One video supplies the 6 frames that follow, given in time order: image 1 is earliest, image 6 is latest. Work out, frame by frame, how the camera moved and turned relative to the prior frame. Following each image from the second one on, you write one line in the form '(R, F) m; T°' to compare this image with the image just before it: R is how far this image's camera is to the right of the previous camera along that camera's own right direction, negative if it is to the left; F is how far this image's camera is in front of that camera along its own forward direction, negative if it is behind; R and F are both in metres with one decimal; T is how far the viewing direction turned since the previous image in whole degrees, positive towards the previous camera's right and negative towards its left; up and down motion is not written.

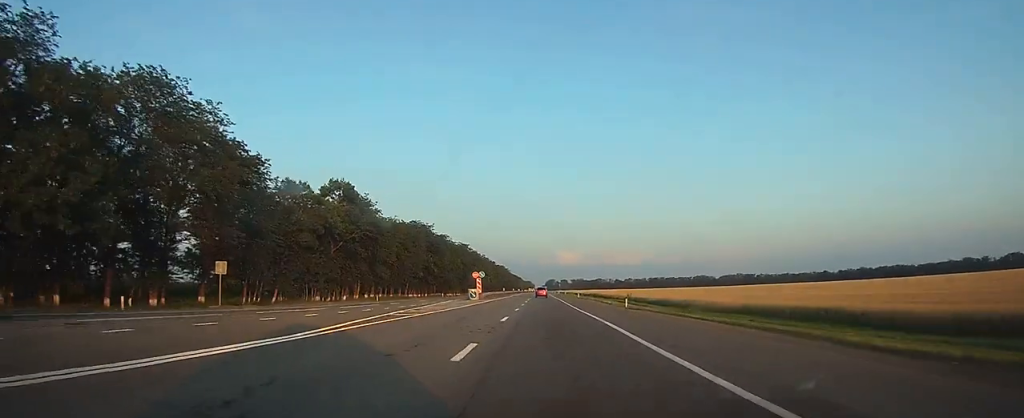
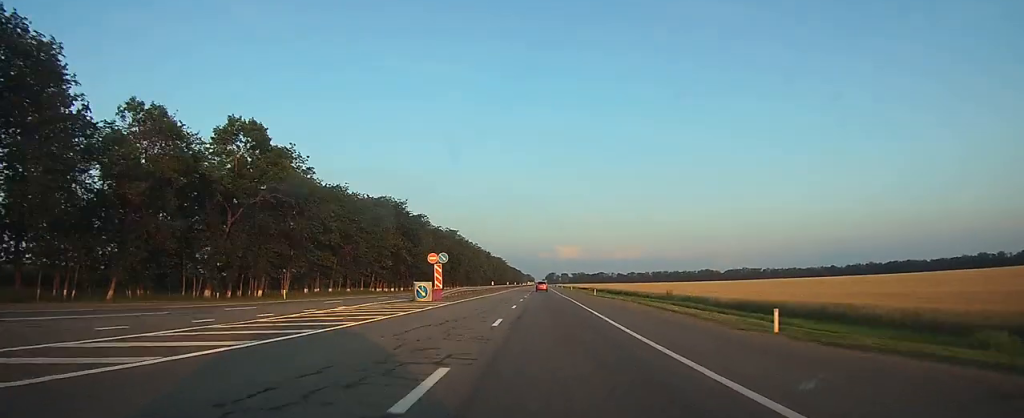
(0.0, +27.9) m; 0°
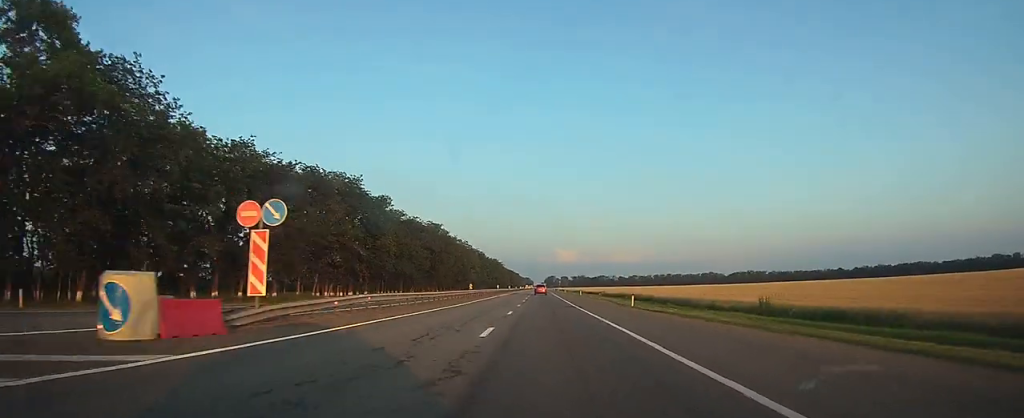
(0.0, +27.1) m; 0°
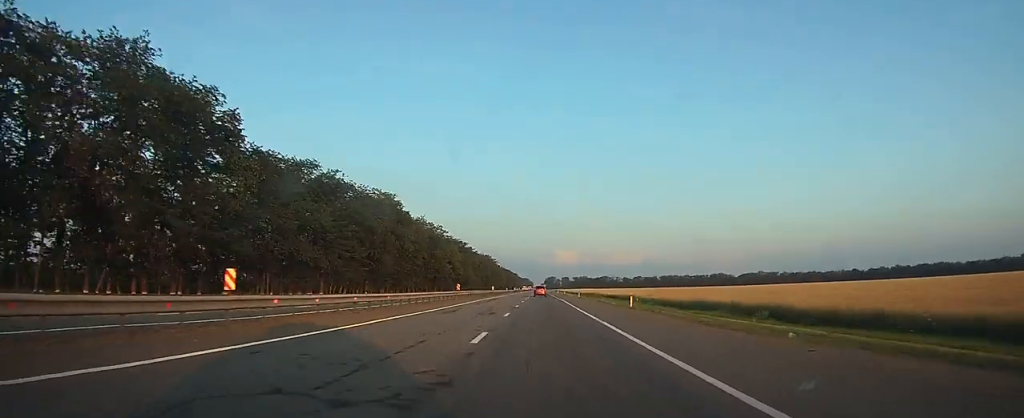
(0.0, +48.9) m; 0°
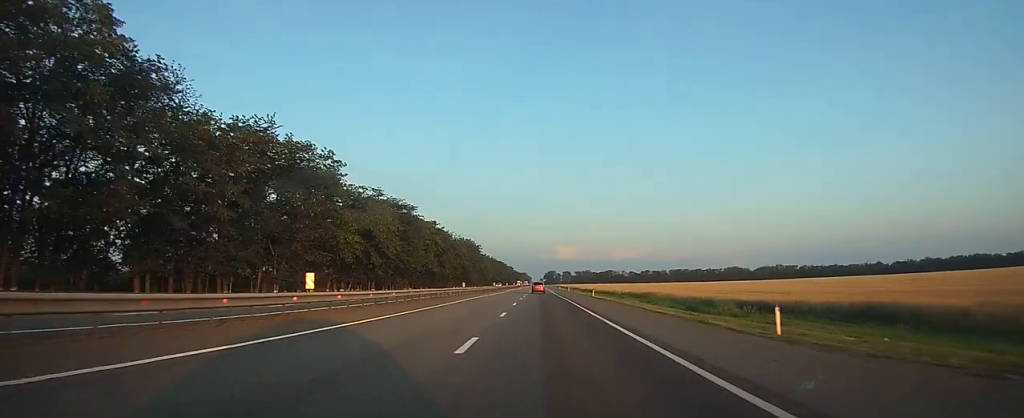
(+0.1, +74.3) m; 0°
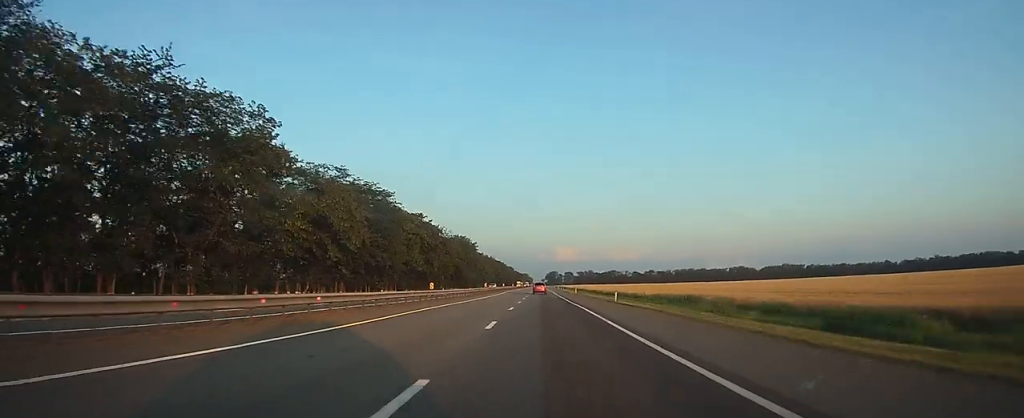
(0.0, +18.0) m; 0°
